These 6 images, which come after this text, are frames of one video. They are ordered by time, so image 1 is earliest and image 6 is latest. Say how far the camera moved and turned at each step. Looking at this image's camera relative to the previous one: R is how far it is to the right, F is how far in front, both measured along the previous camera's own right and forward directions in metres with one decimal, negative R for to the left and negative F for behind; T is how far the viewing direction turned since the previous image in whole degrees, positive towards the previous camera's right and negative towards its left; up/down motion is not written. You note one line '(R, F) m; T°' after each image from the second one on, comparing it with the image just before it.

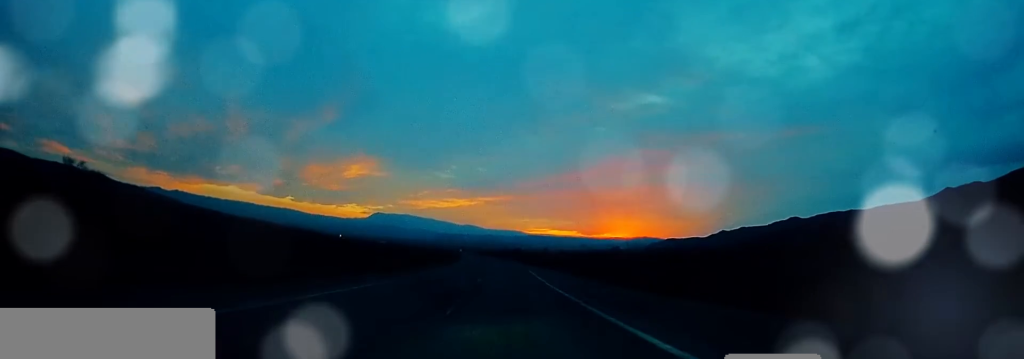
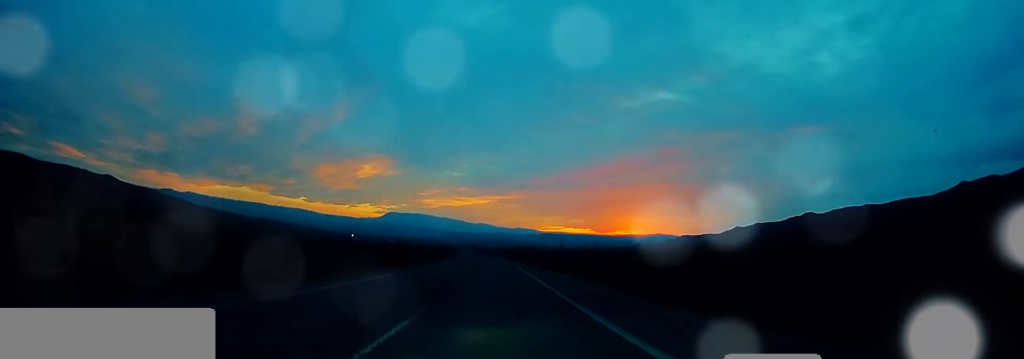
(+0.8, +51.3) m; +1°
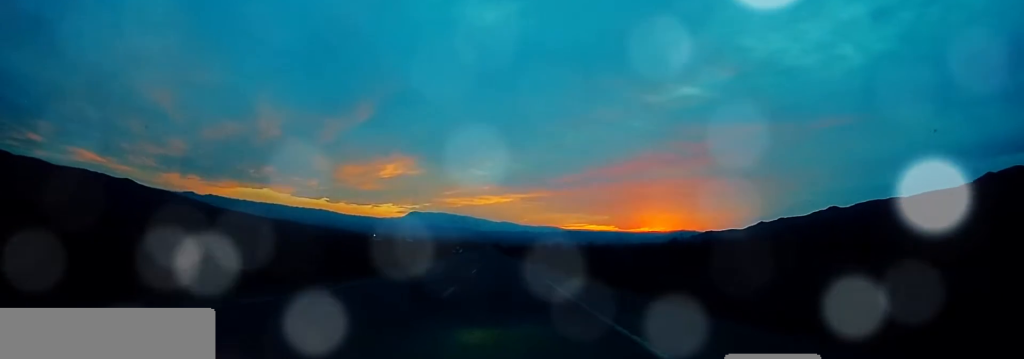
(-0.2, +51.8) m; -1°
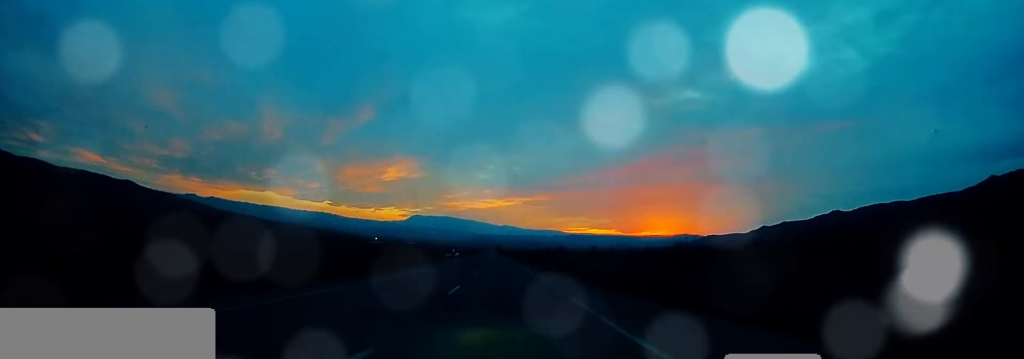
(-0.6, +11.0) m; -2°
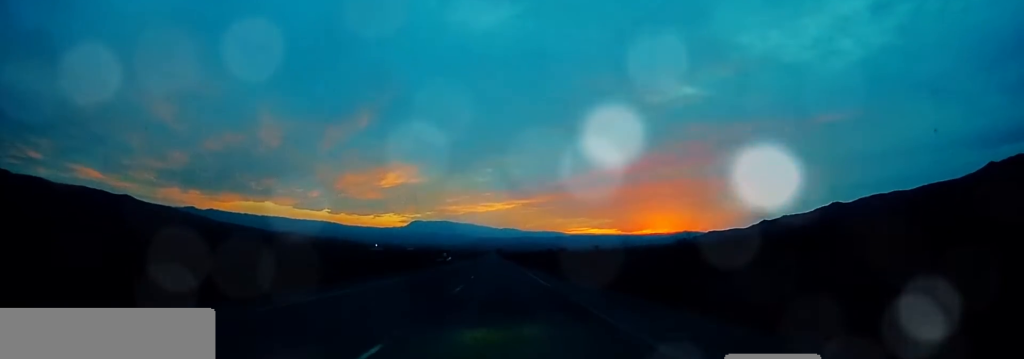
(-0.1, +11.5) m; -1°
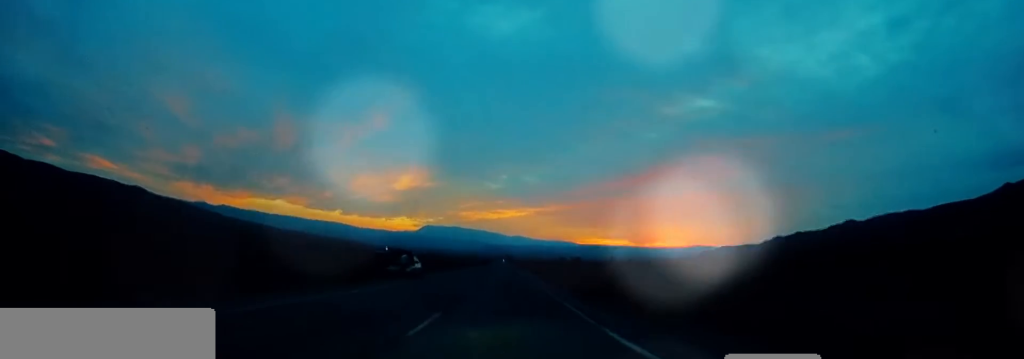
(0.0, +29.9) m; -1°
